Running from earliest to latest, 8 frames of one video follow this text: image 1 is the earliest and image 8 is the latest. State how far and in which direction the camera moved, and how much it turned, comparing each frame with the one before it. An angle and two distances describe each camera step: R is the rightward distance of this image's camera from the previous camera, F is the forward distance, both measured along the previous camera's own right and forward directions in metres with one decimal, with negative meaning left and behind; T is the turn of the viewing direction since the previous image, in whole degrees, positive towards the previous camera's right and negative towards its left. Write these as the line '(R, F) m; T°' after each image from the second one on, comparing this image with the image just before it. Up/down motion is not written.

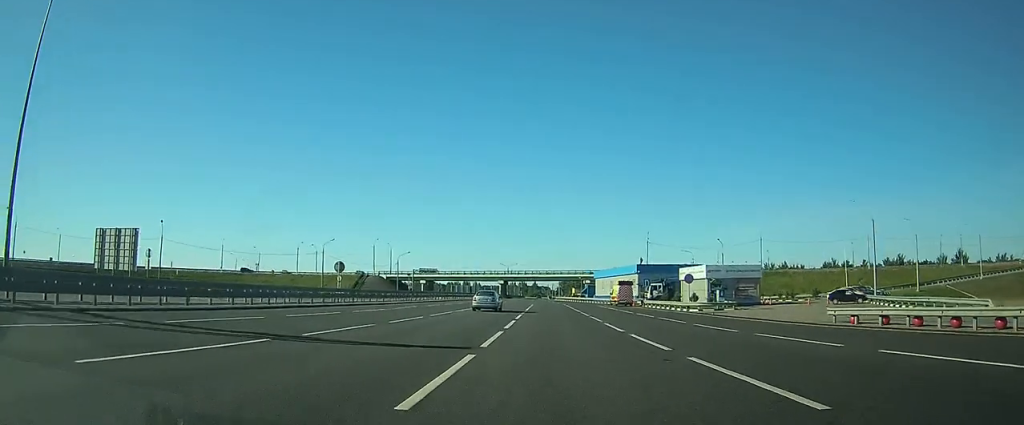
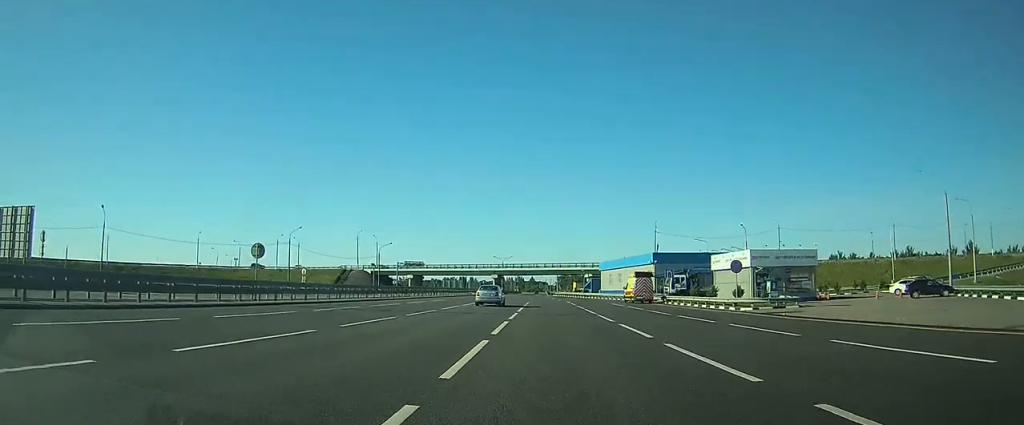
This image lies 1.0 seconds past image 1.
(+0.4, +13.4) m; +2°
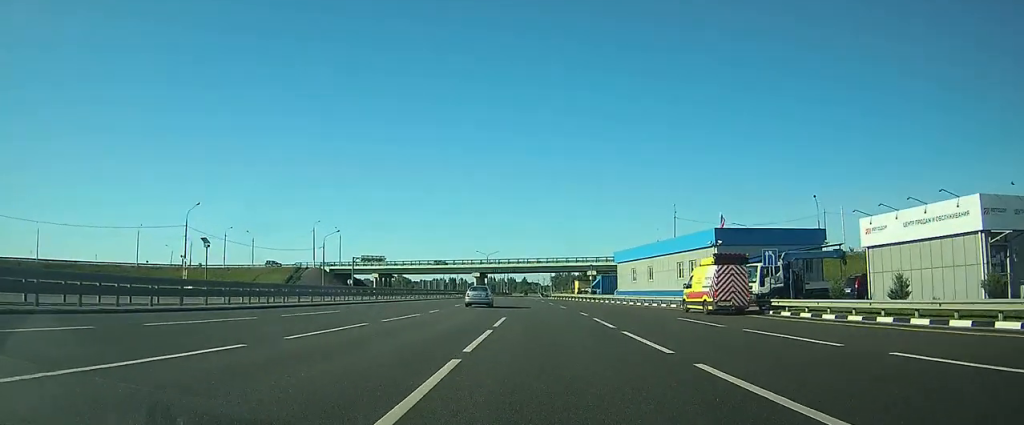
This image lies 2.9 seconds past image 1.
(+0.3, +30.1) m; +1°
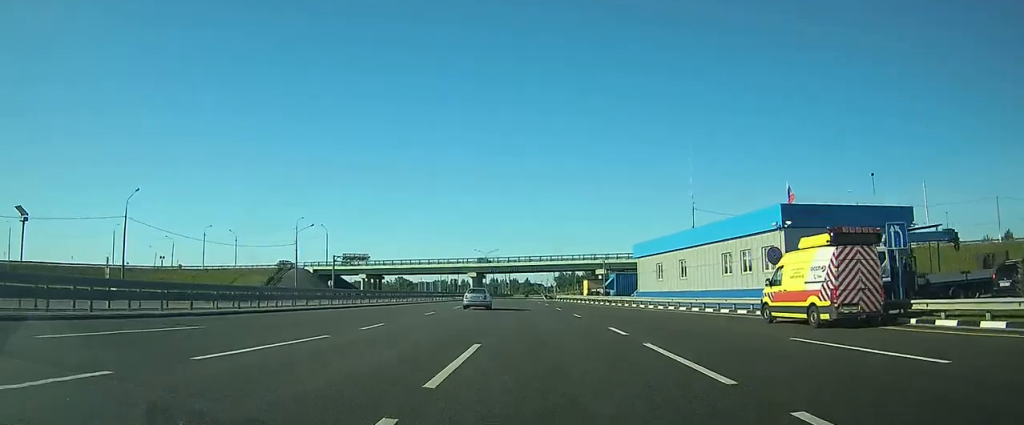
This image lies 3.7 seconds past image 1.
(0.0, +13.5) m; 0°
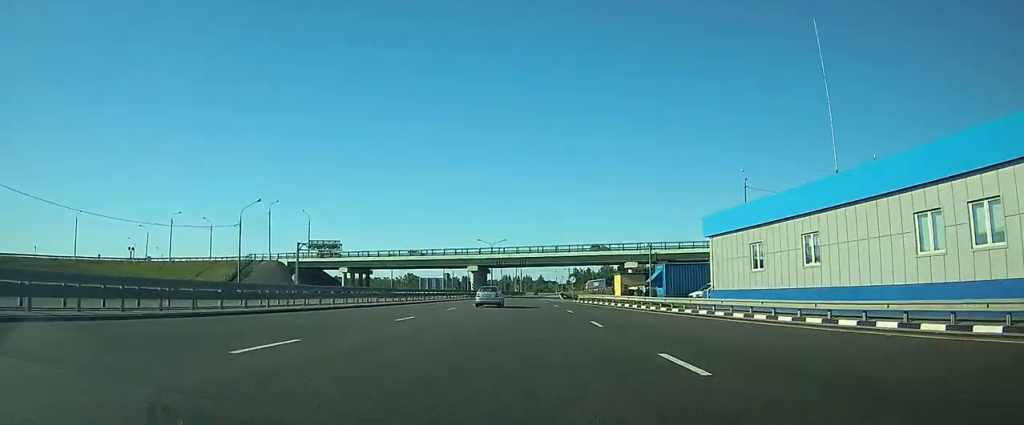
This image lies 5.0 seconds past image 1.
(0.0, +22.4) m; 0°
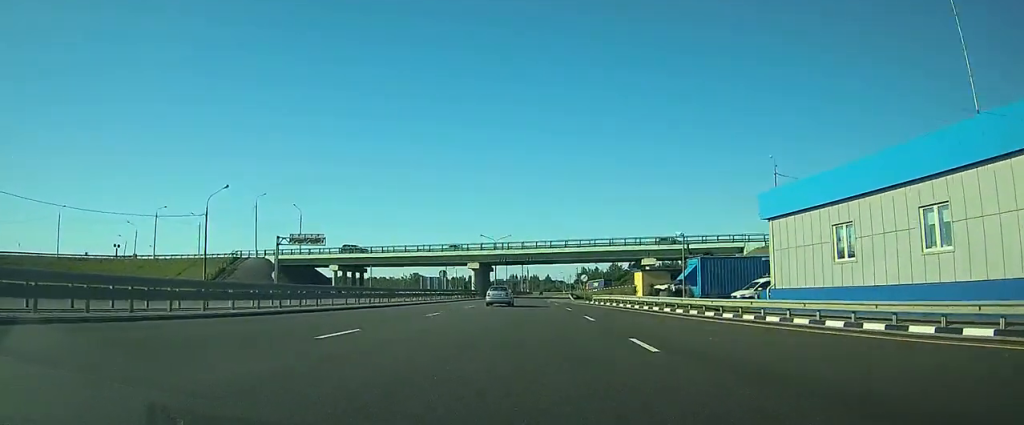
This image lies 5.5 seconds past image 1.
(0.0, +9.3) m; 0°
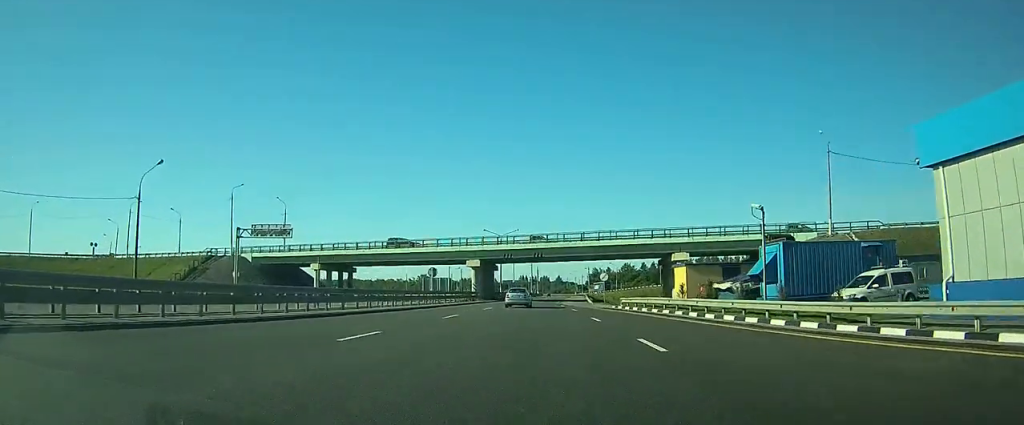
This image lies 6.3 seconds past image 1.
(0.0, +13.1) m; 0°
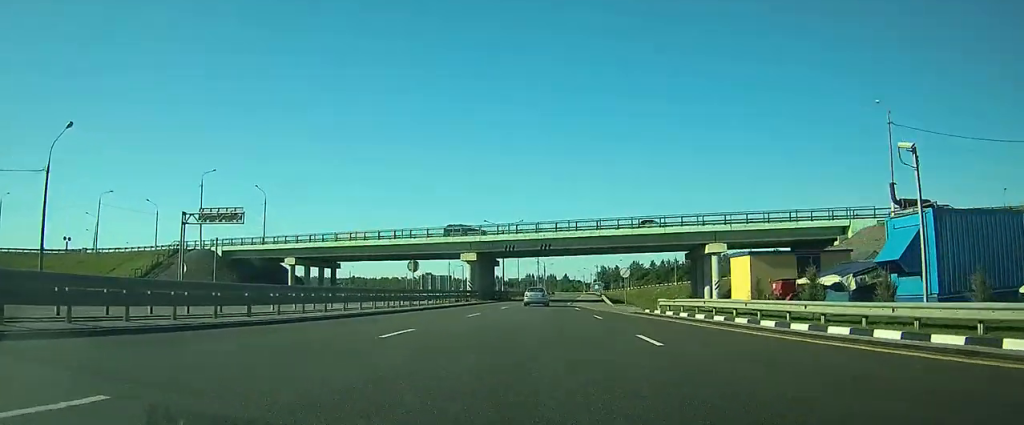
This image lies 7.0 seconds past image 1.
(-0.1, +11.7) m; -1°
